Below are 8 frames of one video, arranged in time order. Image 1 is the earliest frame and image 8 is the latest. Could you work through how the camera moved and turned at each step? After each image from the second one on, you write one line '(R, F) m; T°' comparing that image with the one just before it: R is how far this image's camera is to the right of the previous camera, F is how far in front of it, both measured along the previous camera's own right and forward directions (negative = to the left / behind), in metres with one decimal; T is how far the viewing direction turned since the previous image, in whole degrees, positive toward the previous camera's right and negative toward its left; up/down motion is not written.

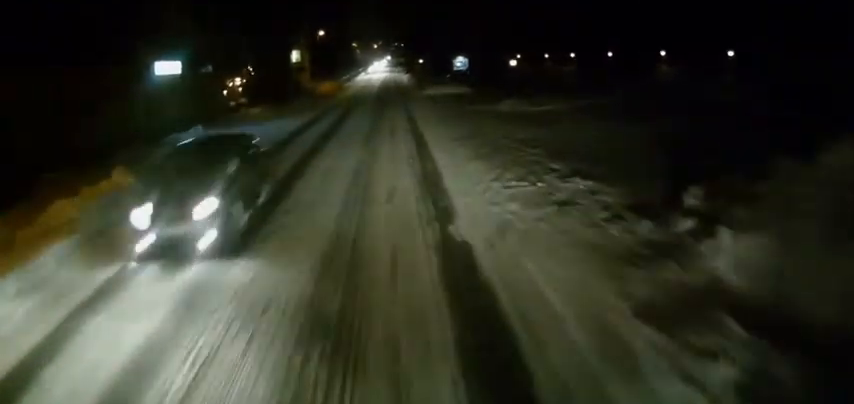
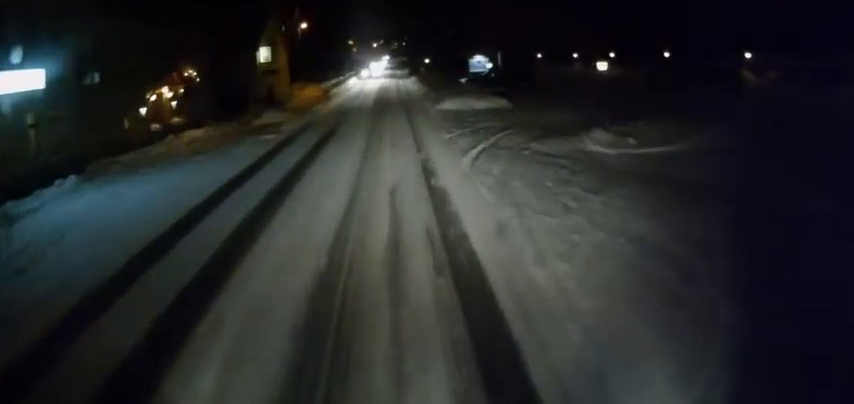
(-0.2, +12.3) m; 0°
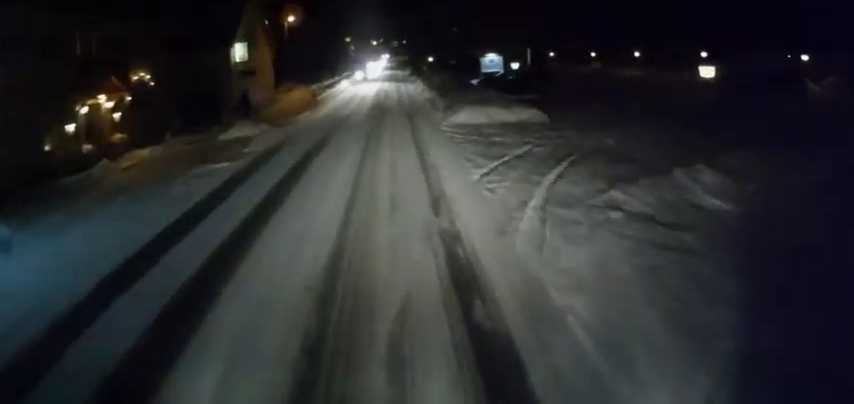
(+0.1, +5.9) m; +1°
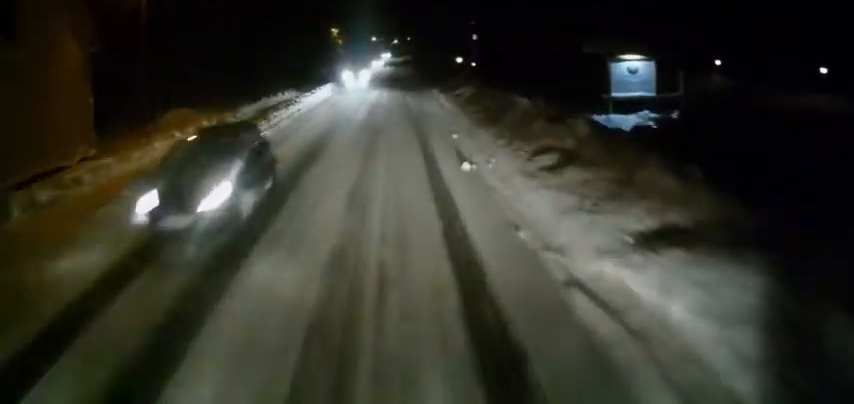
(0.0, +24.0) m; -1°
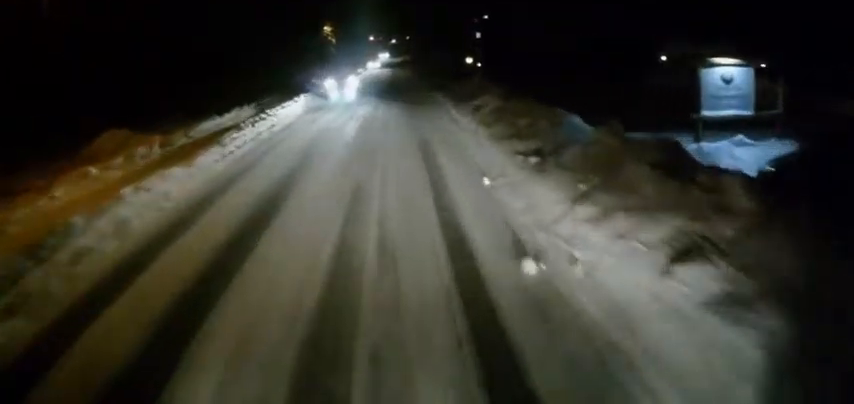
(-0.1, +5.6) m; -1°
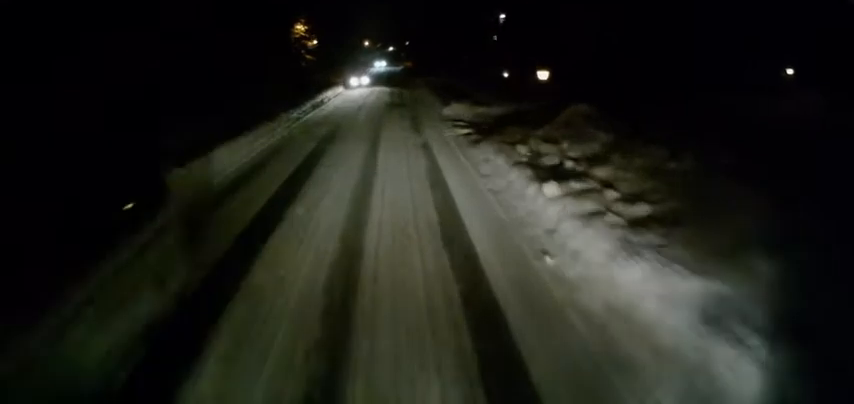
(-0.1, +16.0) m; +1°
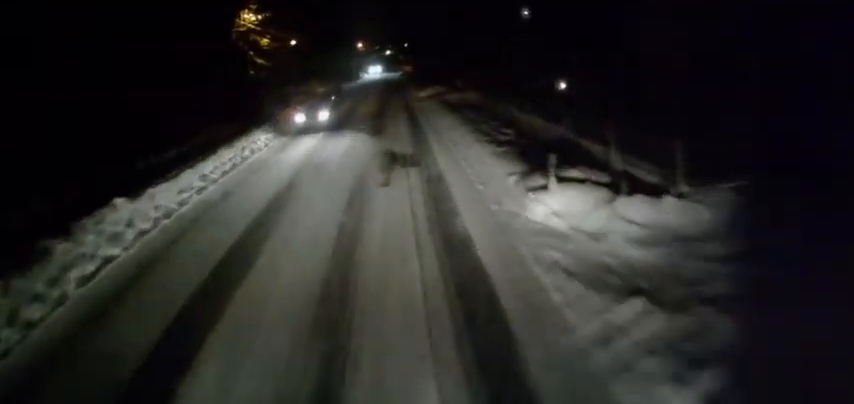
(+0.3, +15.4) m; 0°
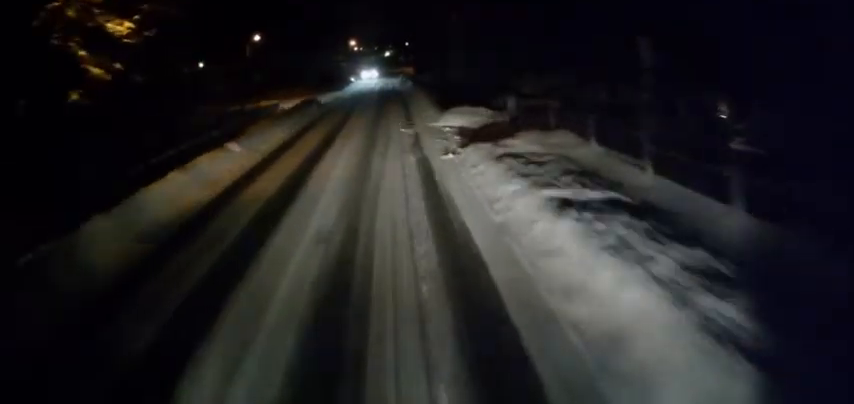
(-0.3, +16.0) m; 0°
